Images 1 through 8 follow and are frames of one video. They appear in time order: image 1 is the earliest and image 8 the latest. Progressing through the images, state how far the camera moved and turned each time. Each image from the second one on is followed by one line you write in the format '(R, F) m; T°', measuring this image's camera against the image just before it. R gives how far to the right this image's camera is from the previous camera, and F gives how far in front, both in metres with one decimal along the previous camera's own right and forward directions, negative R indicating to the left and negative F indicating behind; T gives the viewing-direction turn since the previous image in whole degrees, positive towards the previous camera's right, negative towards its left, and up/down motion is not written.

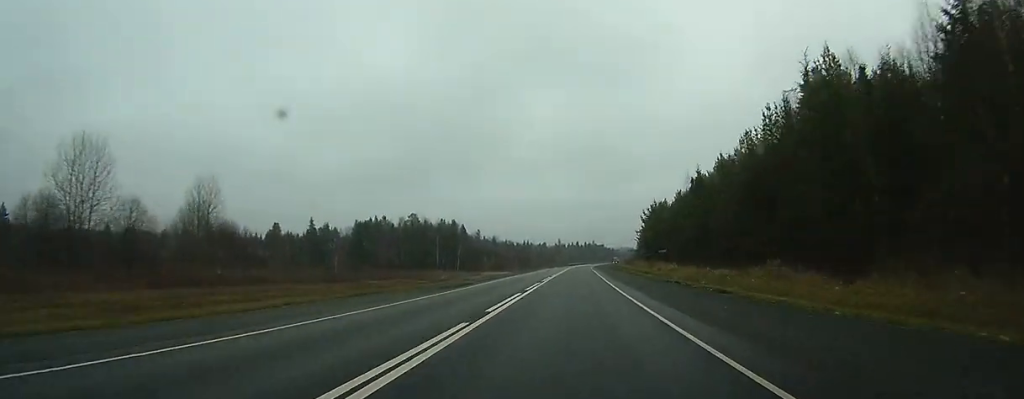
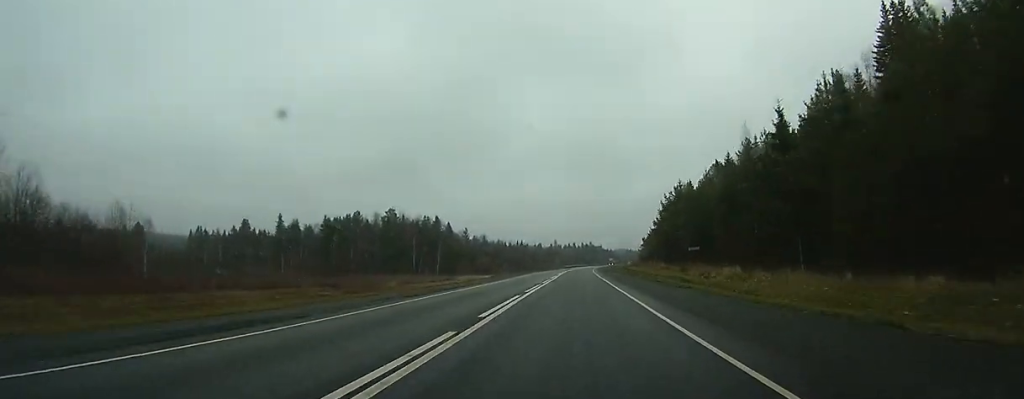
(+0.2, +25.3) m; +1°
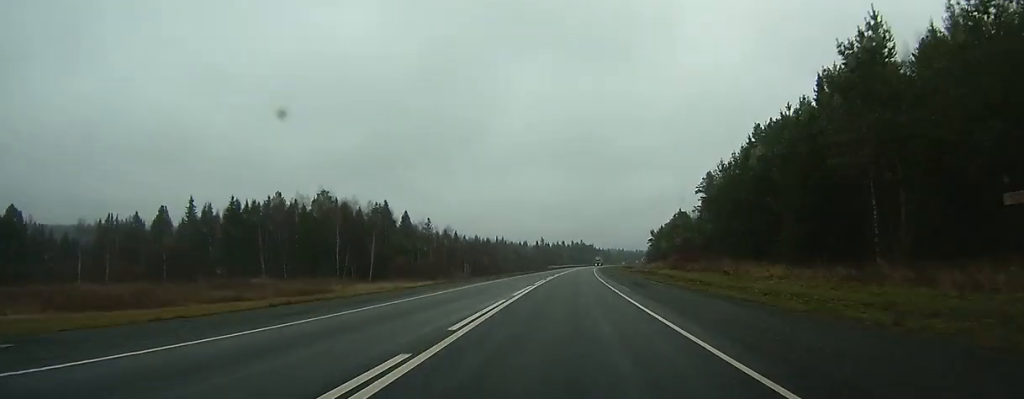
(+0.5, +50.4) m; +1°
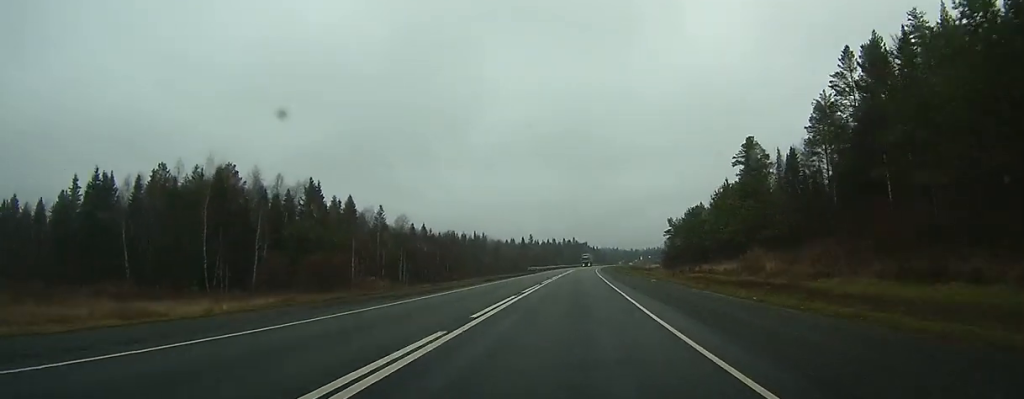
(+0.3, +44.8) m; +1°
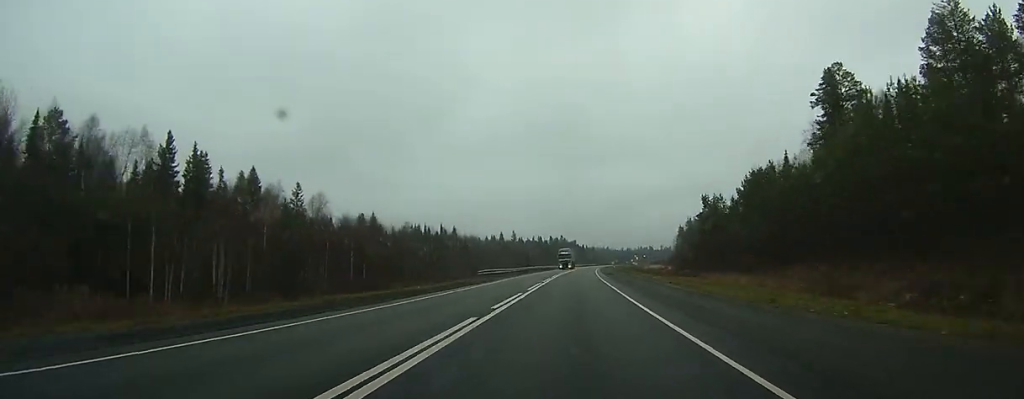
(+0.2, +44.8) m; +1°
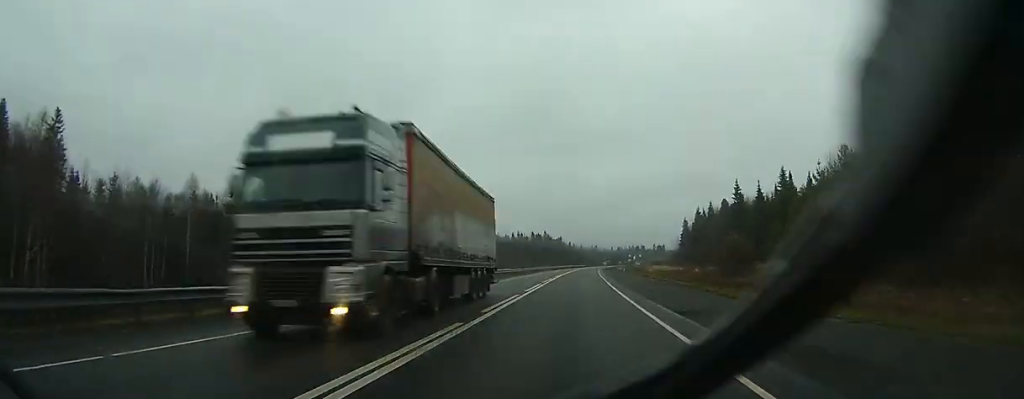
(+1.2, +60.8) m; +2°
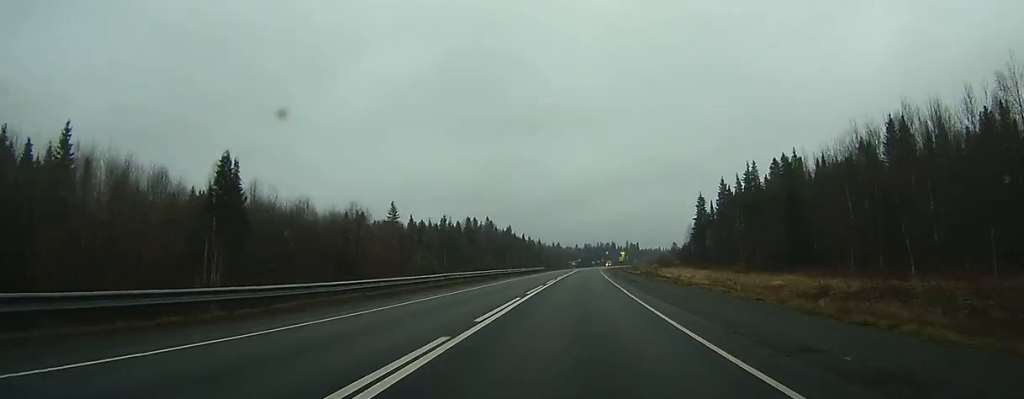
(+2.3, +122.4) m; +2°
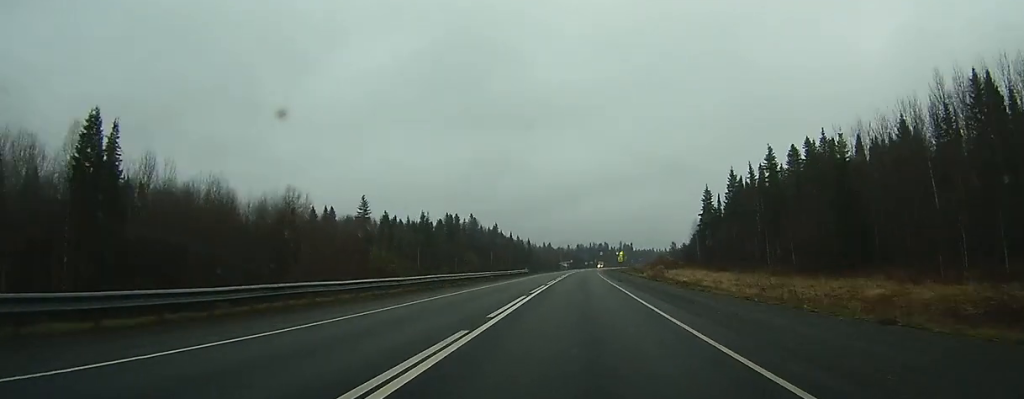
(0.0, +22.9) m; +1°
